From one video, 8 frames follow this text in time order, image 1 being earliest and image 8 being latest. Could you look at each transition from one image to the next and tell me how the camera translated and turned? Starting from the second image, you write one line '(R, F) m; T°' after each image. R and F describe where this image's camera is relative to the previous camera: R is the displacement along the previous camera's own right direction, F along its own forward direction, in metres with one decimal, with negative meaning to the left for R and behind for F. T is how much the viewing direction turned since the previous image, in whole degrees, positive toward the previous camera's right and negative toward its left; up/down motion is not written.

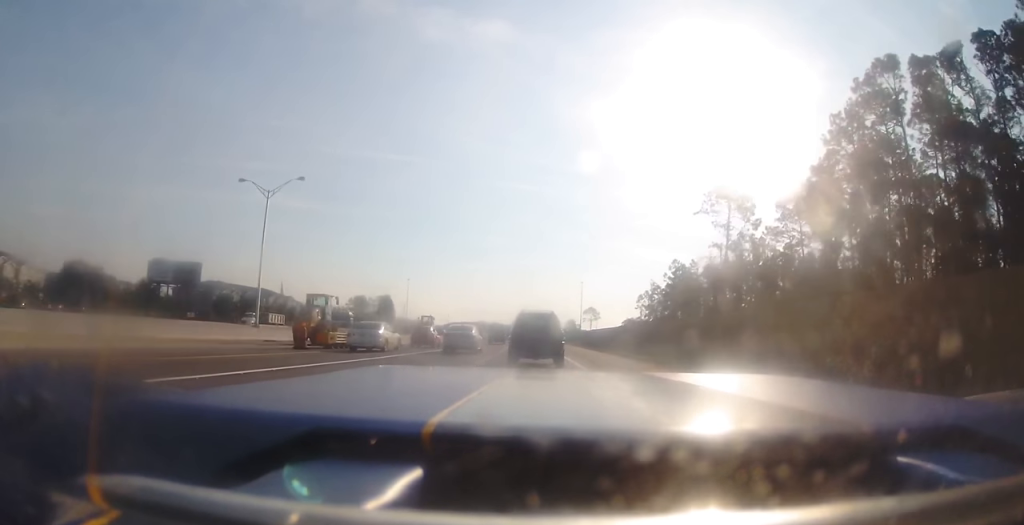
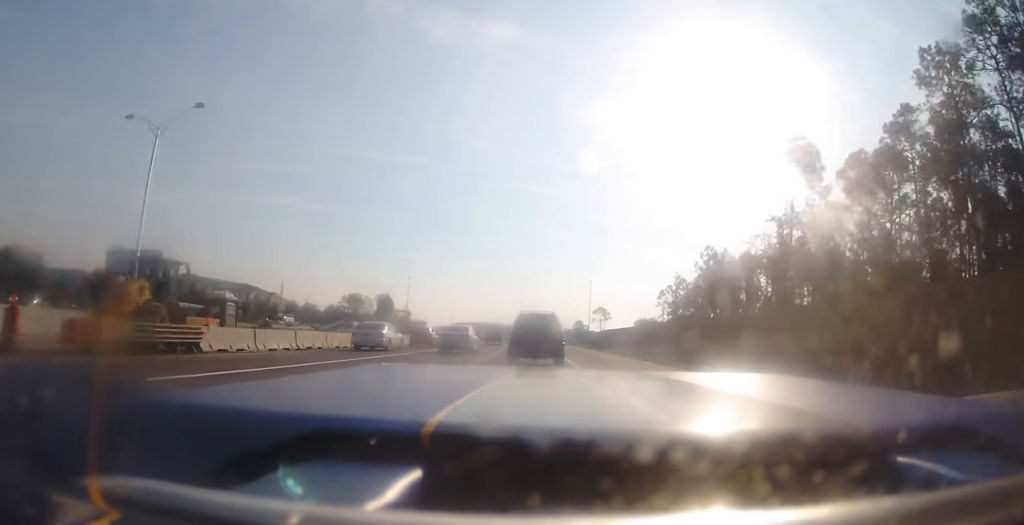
(0.0, +17.4) m; -1°
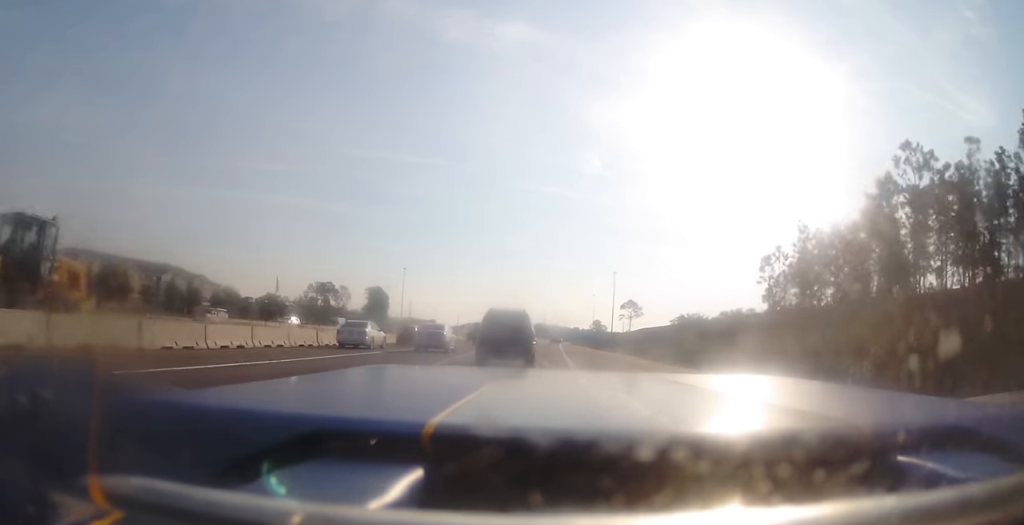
(-1.9, +49.6) m; -2°
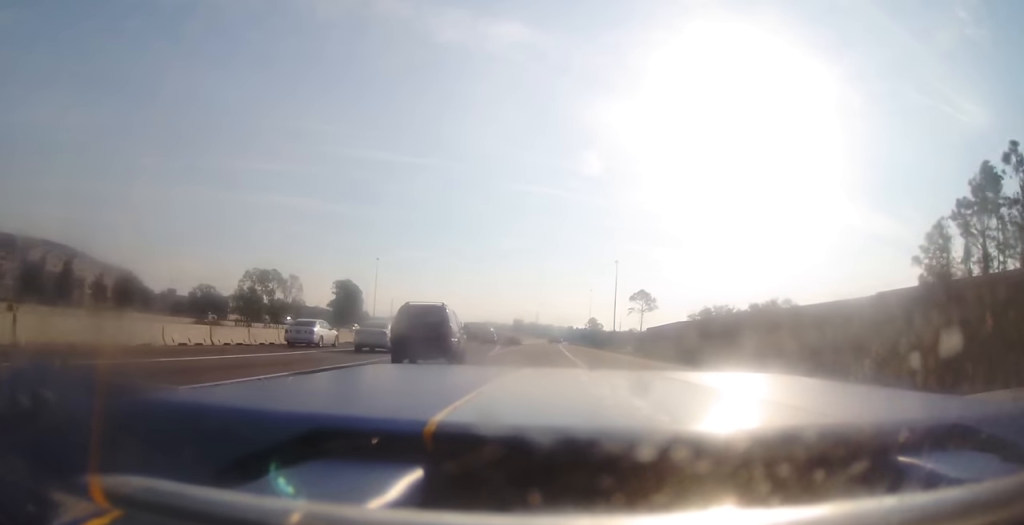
(+0.6, +38.1) m; +1°
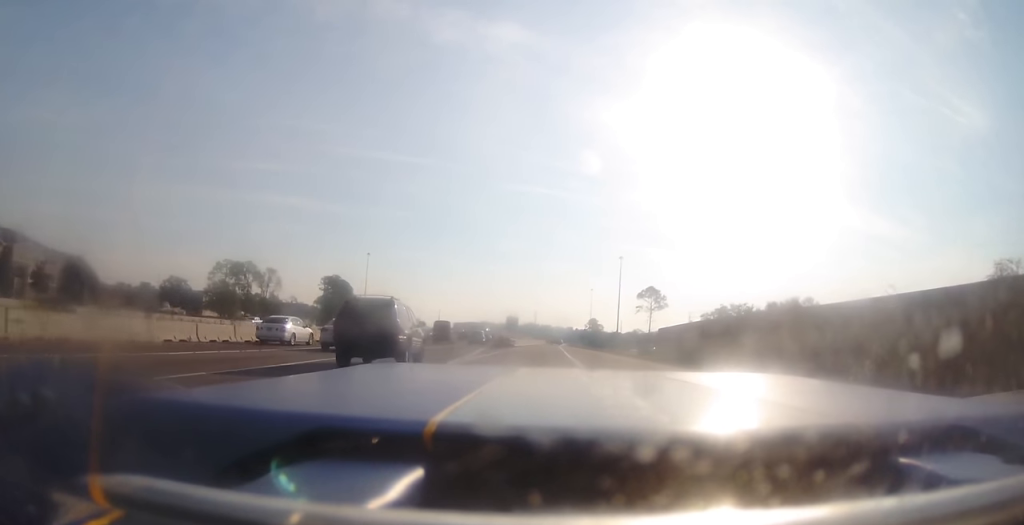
(-0.1, +14.5) m; 0°
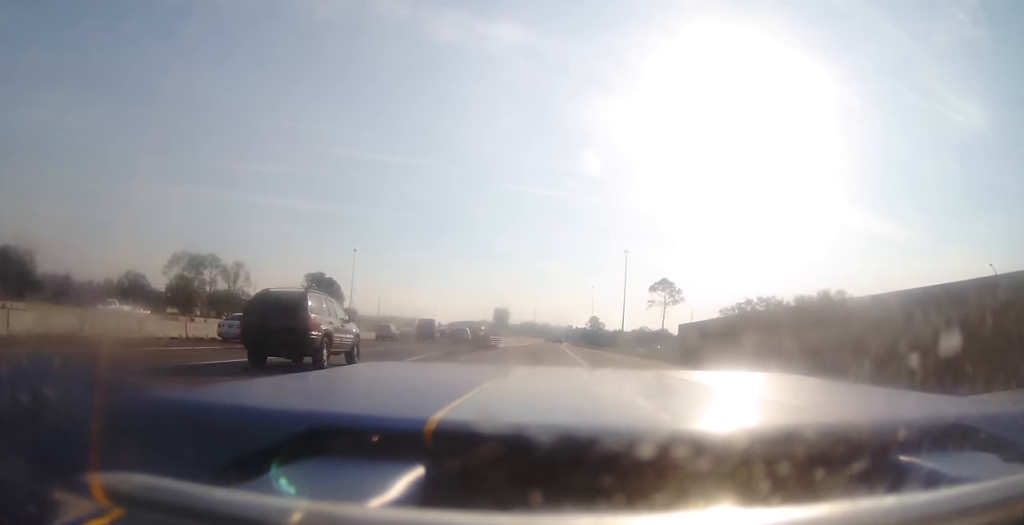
(+0.2, +17.5) m; 0°
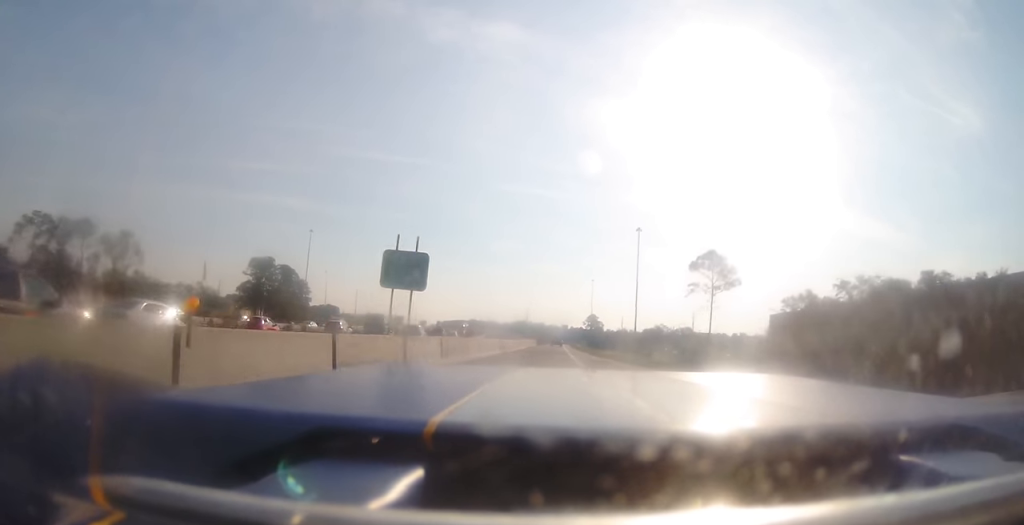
(-0.5, +41.4) m; 0°
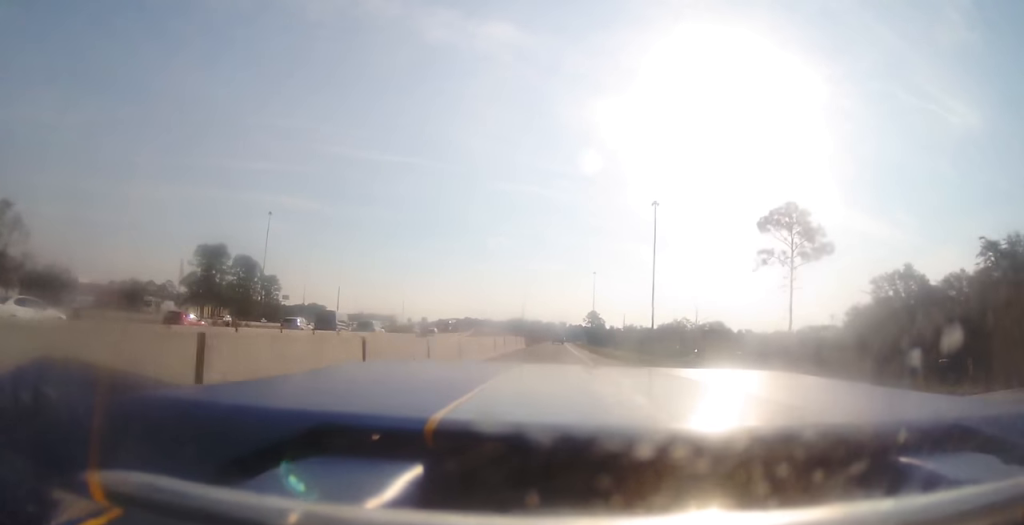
(+0.6, +31.4) m; +2°
